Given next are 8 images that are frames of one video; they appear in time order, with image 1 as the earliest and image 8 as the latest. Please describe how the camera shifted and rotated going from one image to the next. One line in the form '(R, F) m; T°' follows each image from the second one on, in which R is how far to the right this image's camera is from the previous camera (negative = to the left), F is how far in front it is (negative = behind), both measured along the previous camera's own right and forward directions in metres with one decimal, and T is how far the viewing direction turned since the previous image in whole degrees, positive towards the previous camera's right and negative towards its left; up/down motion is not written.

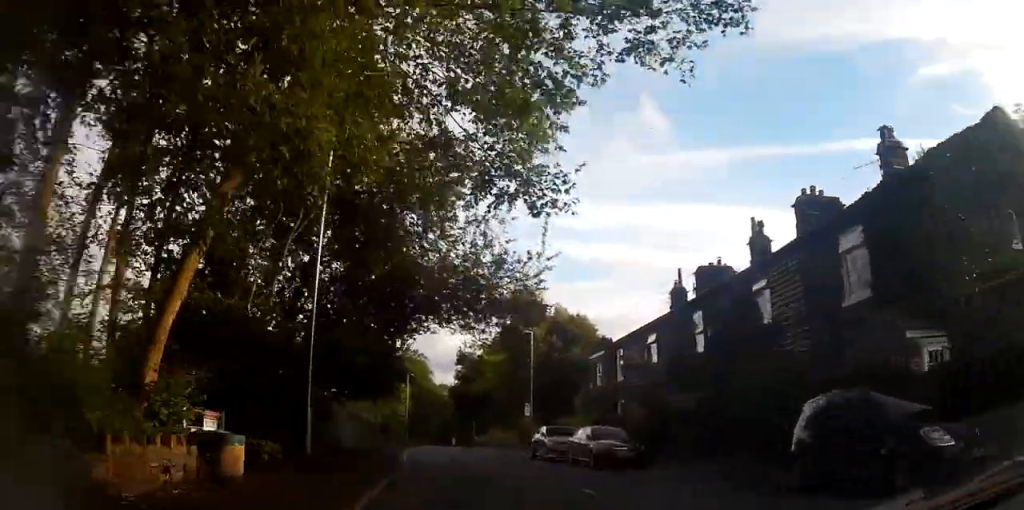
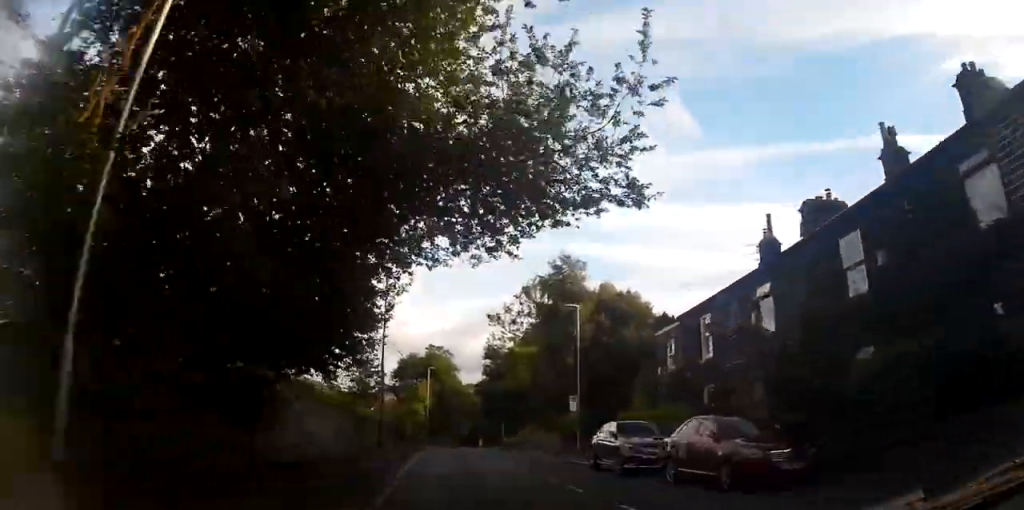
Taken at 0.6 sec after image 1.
(-0.3, +9.1) m; -2°
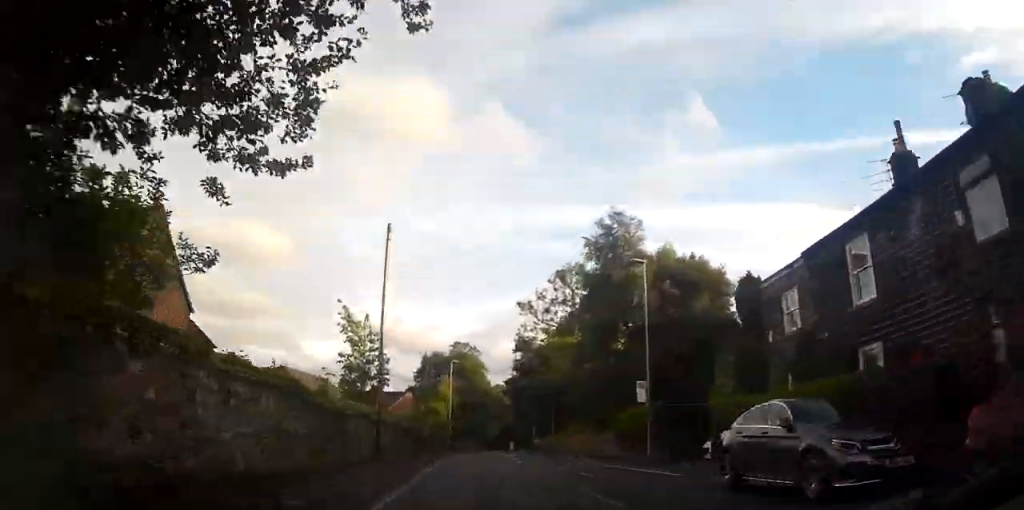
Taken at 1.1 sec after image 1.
(-0.1, +9.2) m; -1°
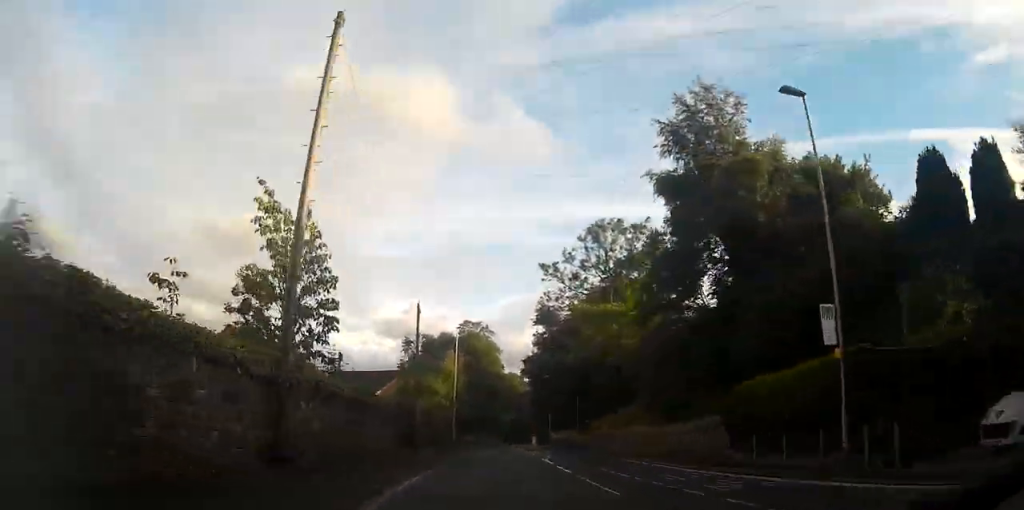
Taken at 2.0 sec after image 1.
(-0.1, +13.5) m; -1°
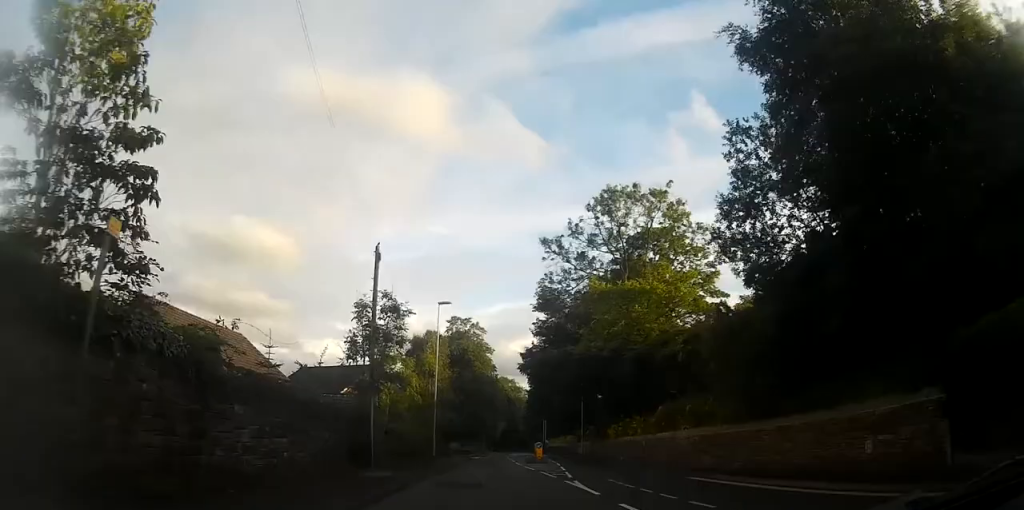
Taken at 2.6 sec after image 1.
(0.0, +10.3) m; -1°
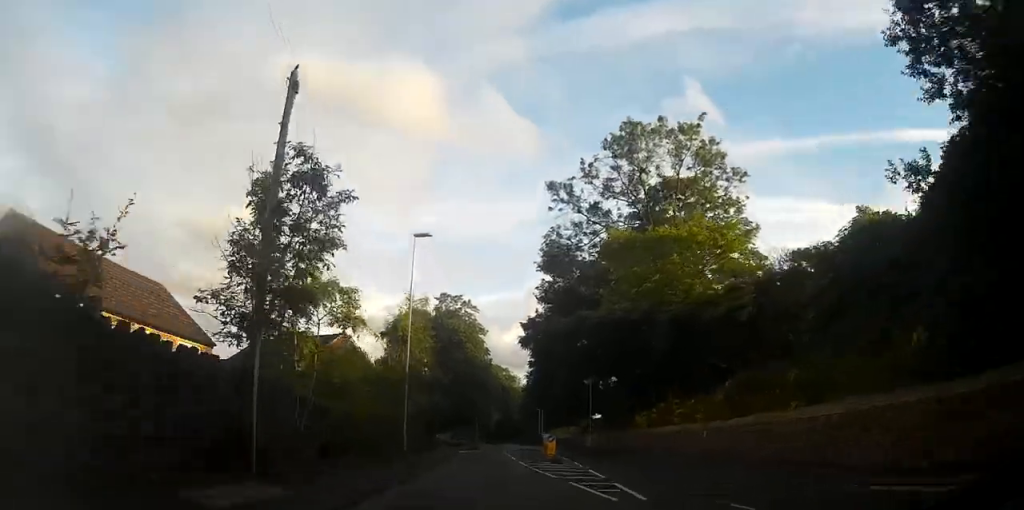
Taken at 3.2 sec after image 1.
(-0.1, +9.8) m; 0°
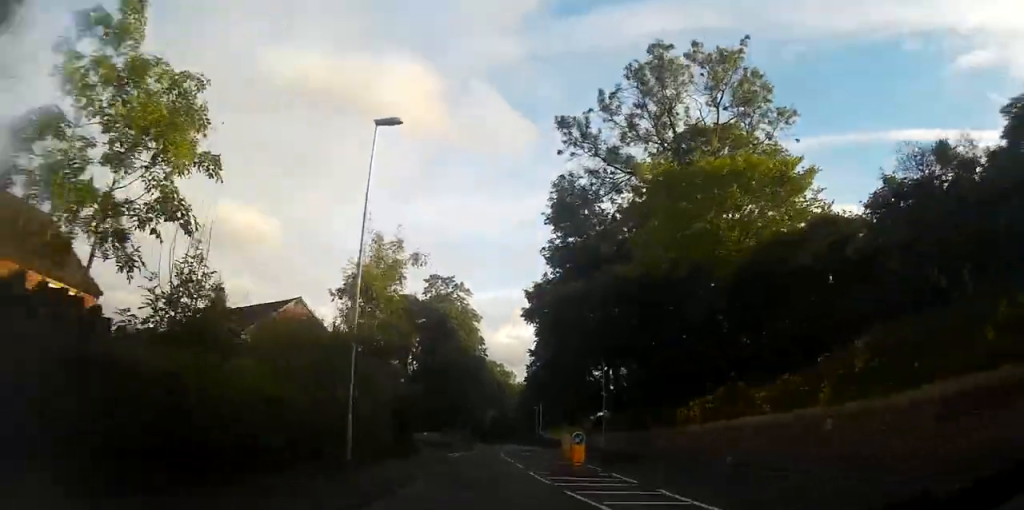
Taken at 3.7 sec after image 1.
(-0.1, +8.7) m; 0°
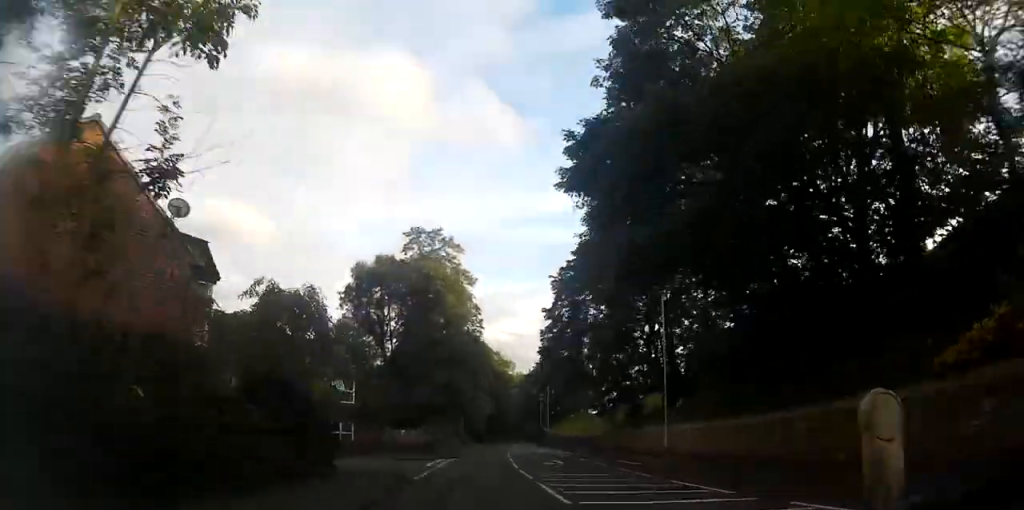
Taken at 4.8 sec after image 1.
(+0.5, +17.3) m; +2°
